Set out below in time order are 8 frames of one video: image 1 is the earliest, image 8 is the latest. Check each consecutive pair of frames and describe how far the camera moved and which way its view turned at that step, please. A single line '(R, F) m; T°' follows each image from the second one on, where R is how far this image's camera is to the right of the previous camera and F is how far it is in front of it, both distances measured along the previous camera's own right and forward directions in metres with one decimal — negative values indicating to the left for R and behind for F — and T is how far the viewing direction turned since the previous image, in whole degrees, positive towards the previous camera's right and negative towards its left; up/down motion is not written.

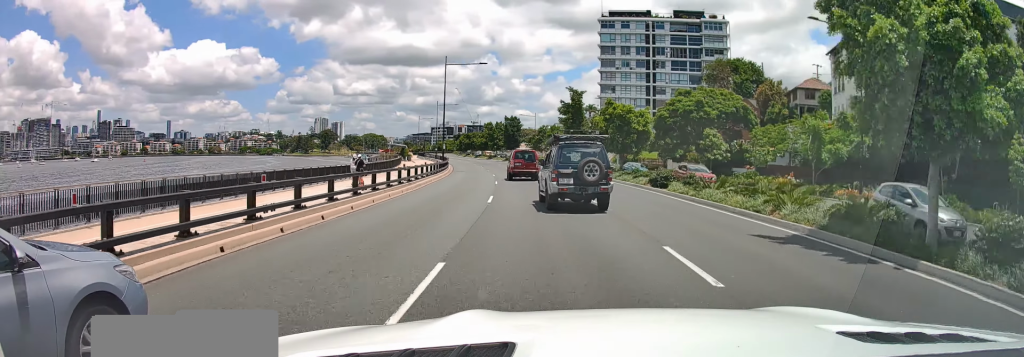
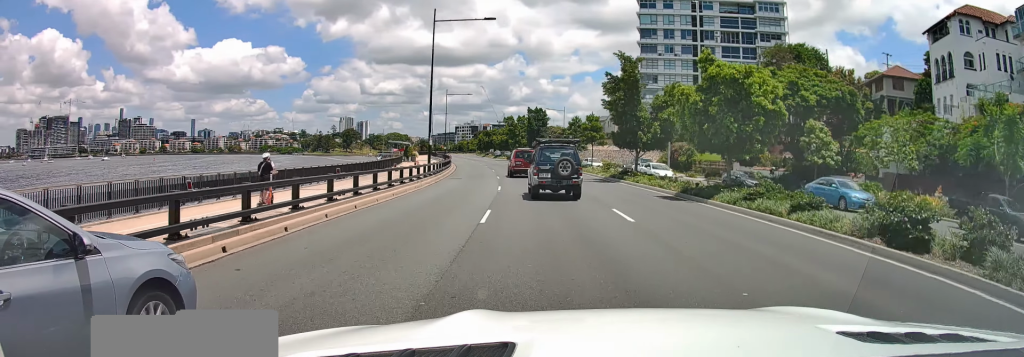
(-0.6, +17.8) m; -4°
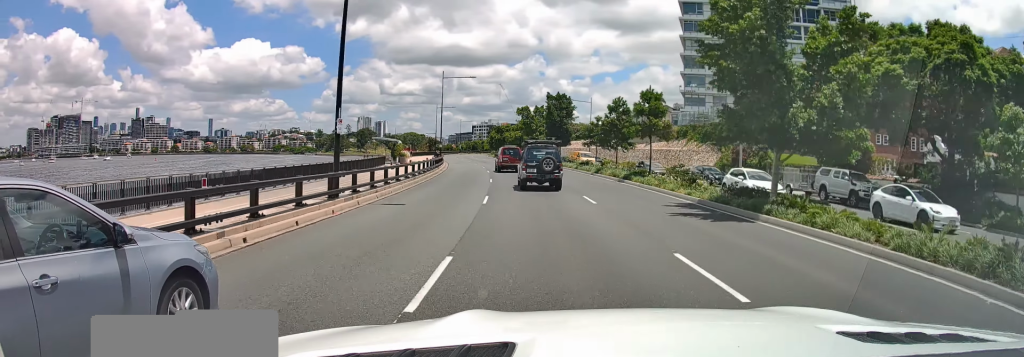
(-0.6, +19.0) m; -2°
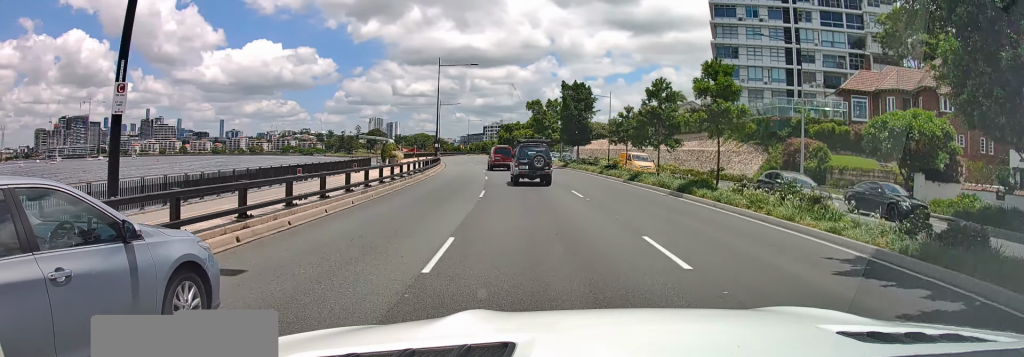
(0.0, +10.1) m; -1°
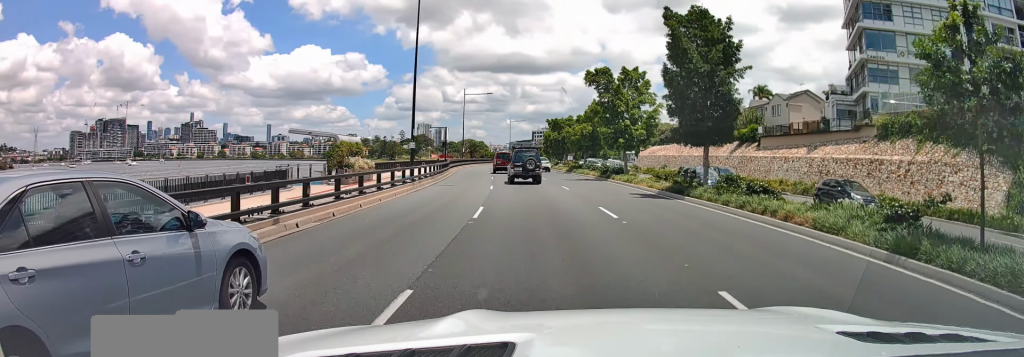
(-1.2, +27.9) m; -5°
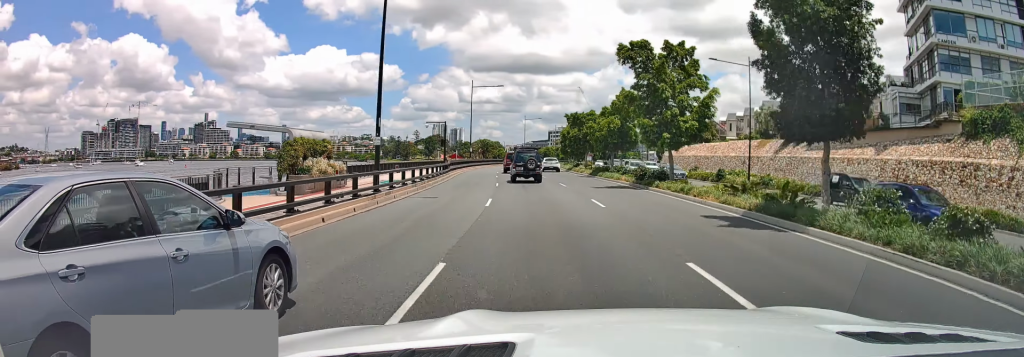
(-0.1, +8.9) m; -1°
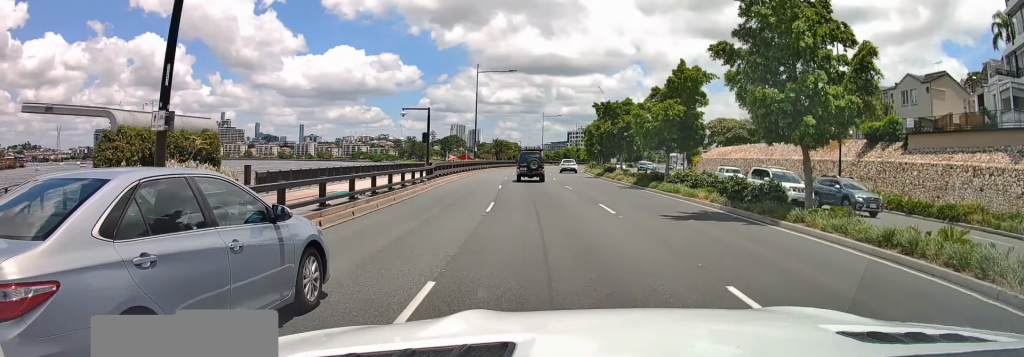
(-0.1, +13.4) m; -3°
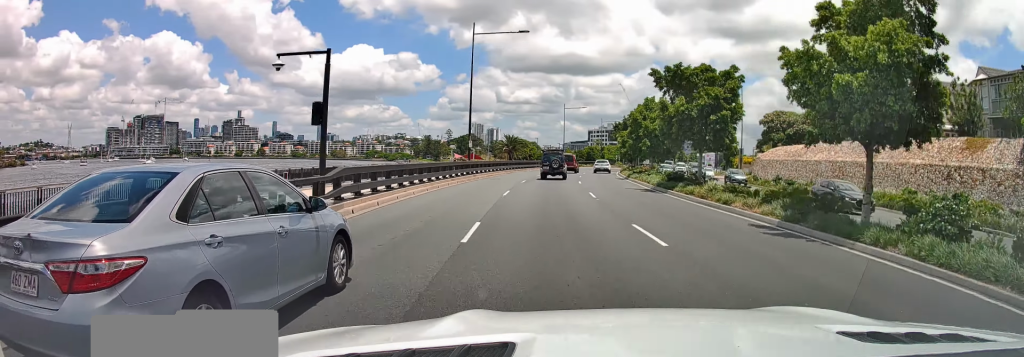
(-0.7, +17.7) m; -2°
